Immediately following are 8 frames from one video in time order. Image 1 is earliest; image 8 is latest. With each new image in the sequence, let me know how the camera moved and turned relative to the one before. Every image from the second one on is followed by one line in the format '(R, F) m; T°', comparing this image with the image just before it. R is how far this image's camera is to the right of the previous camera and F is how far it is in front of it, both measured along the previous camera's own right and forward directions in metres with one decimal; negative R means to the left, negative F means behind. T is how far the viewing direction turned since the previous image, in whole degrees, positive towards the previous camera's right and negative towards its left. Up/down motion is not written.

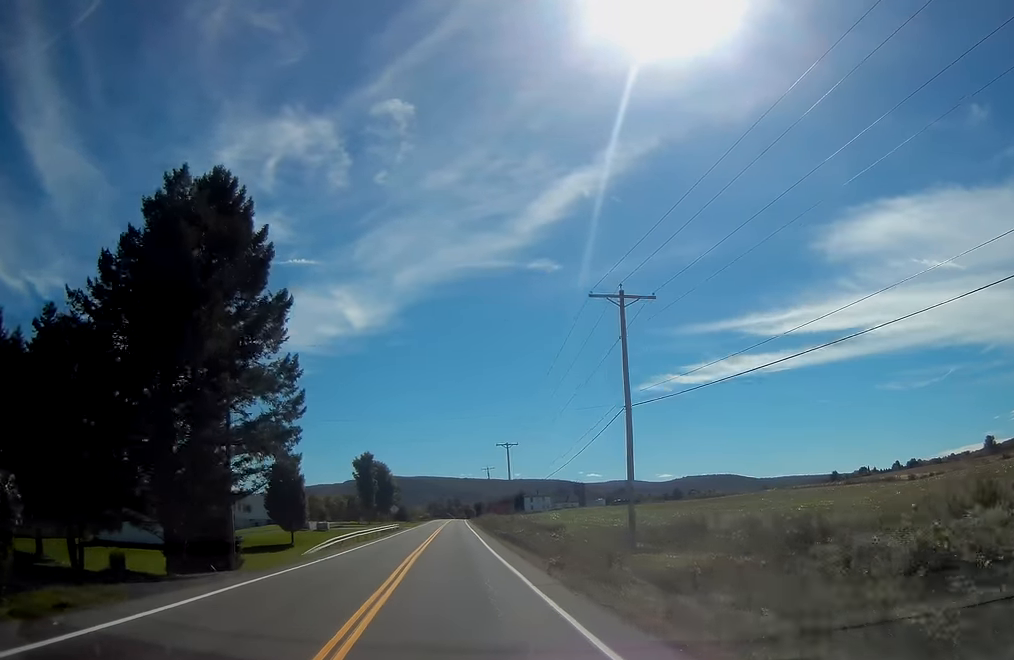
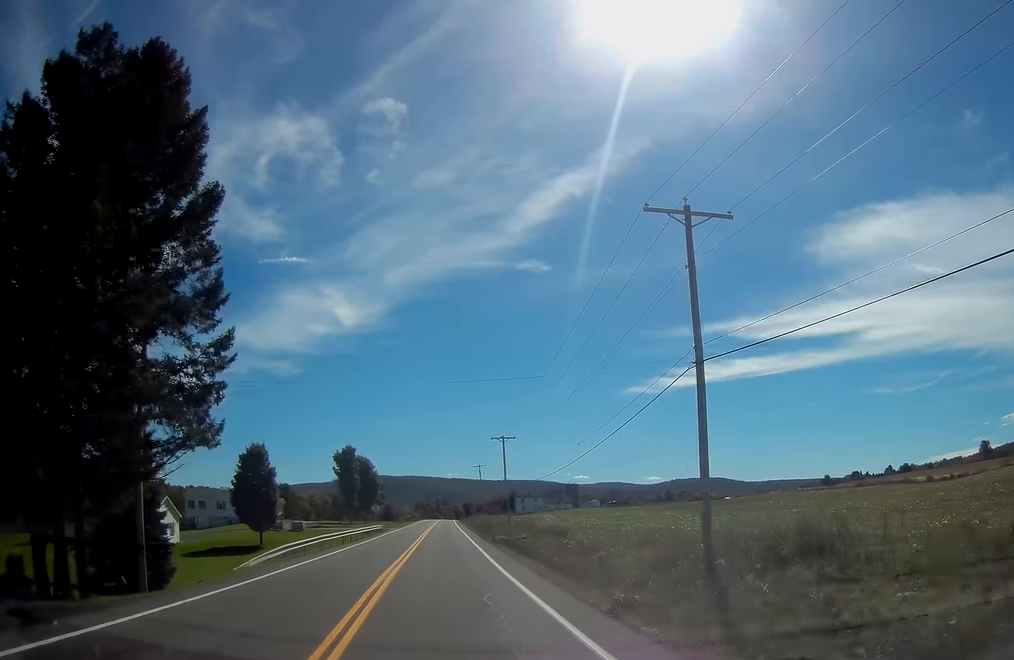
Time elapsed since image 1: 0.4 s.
(+0.1, +9.9) m; +1°
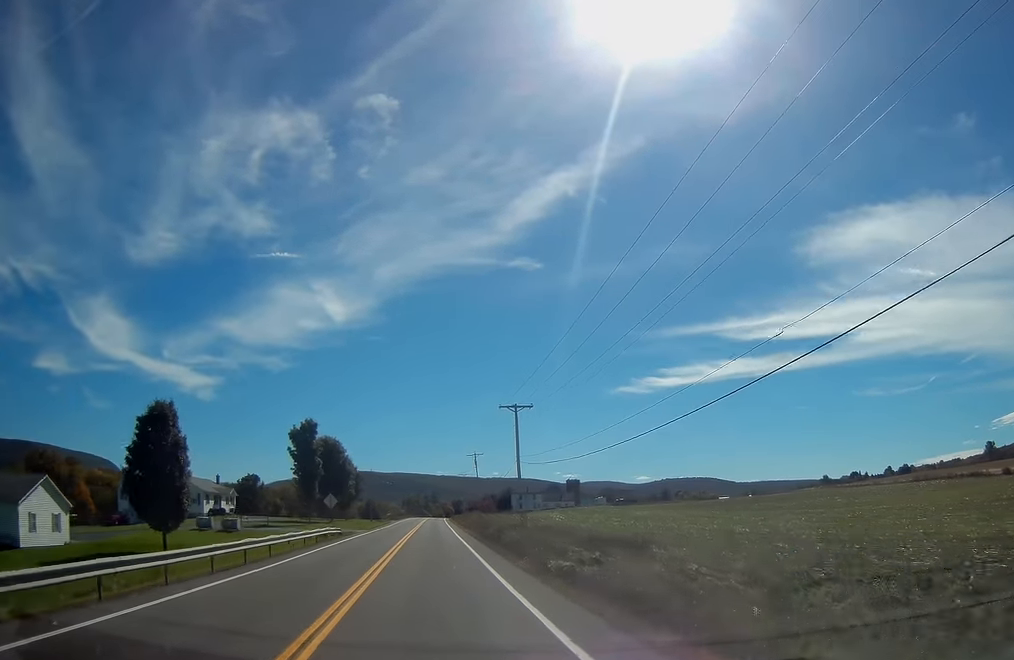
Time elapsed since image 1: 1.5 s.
(+0.7, +25.1) m; +2°
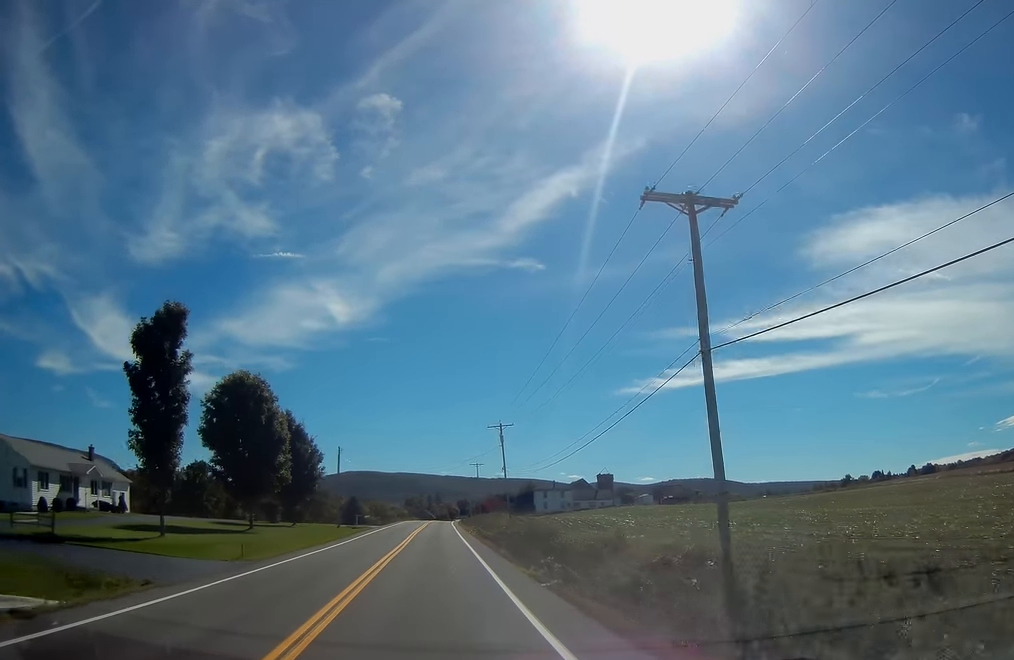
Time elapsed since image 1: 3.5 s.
(-0.4, +44.3) m; -1°
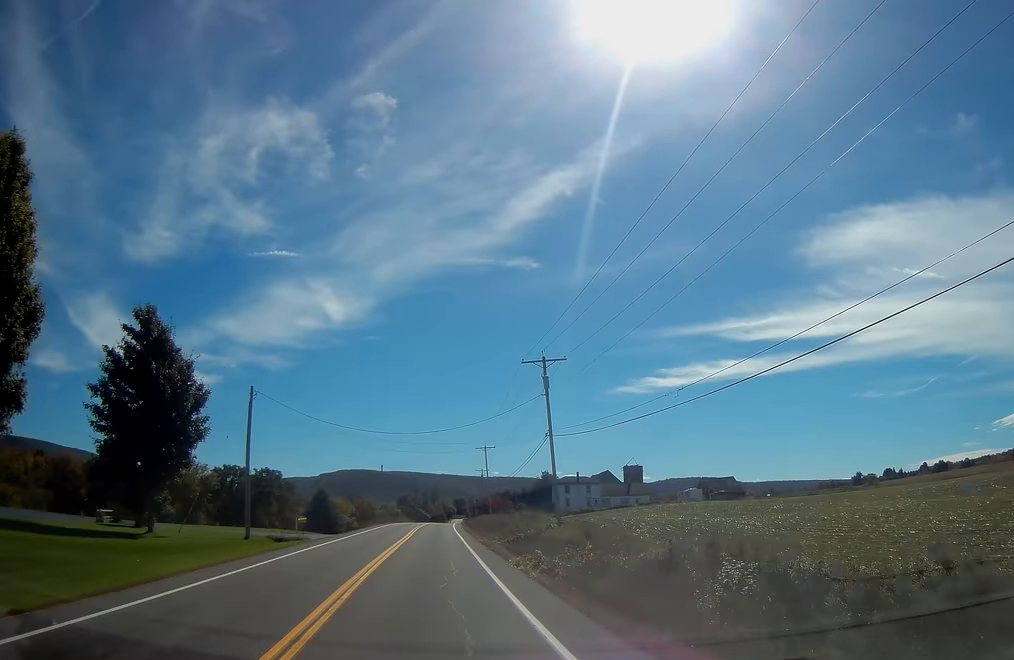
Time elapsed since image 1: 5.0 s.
(0.0, +36.0) m; 0°
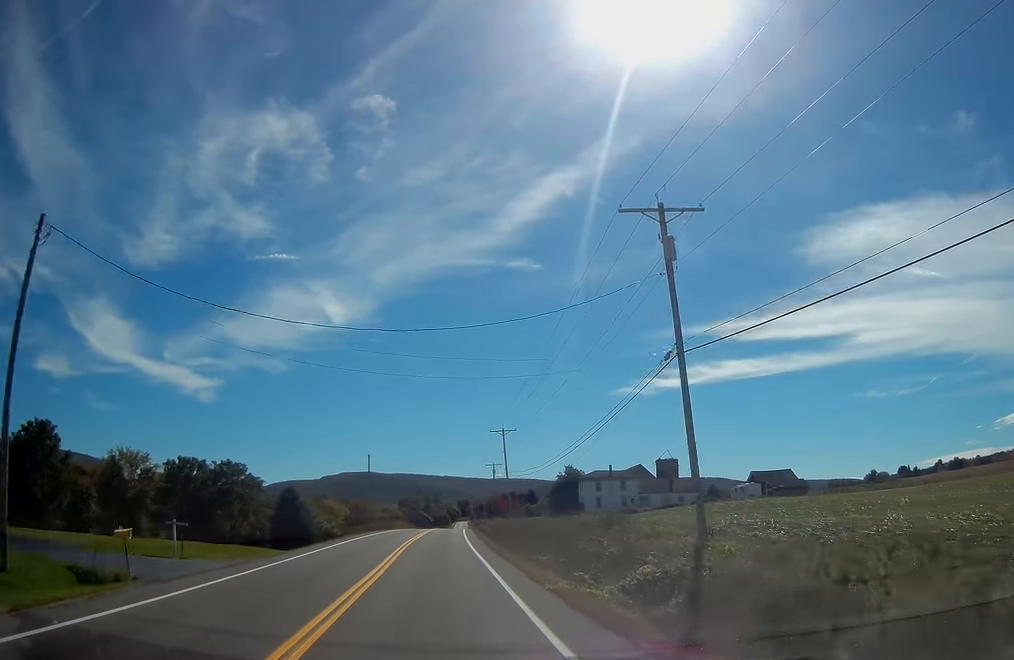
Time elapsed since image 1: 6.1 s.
(-0.1, +25.5) m; -1°
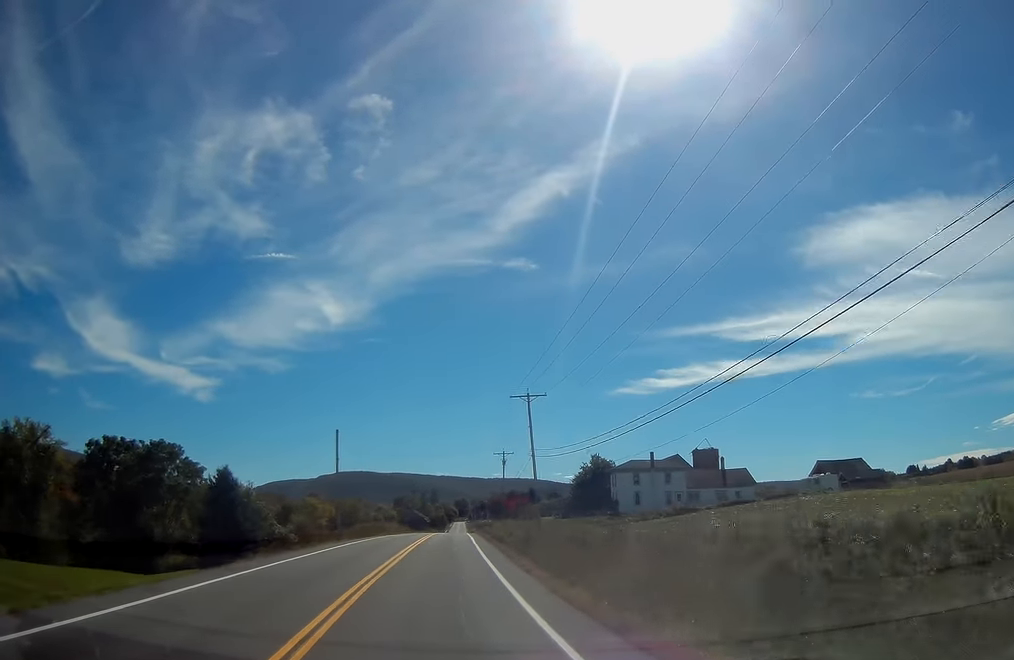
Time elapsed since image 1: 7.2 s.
(-0.1, +25.5) m; +1°
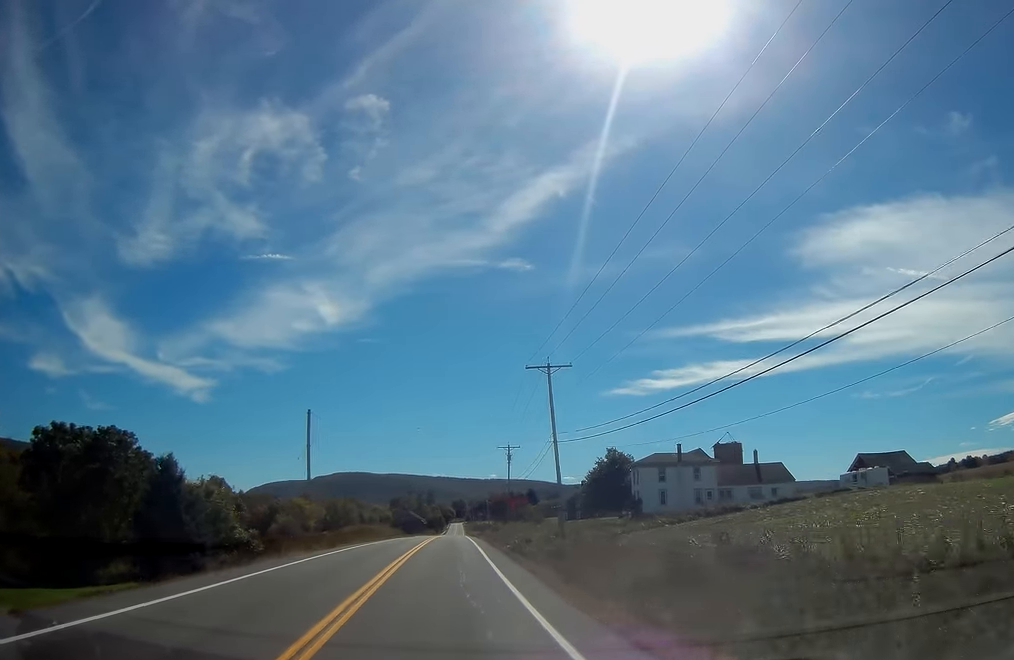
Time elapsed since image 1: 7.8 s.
(0.0, +12.3) m; +1°
